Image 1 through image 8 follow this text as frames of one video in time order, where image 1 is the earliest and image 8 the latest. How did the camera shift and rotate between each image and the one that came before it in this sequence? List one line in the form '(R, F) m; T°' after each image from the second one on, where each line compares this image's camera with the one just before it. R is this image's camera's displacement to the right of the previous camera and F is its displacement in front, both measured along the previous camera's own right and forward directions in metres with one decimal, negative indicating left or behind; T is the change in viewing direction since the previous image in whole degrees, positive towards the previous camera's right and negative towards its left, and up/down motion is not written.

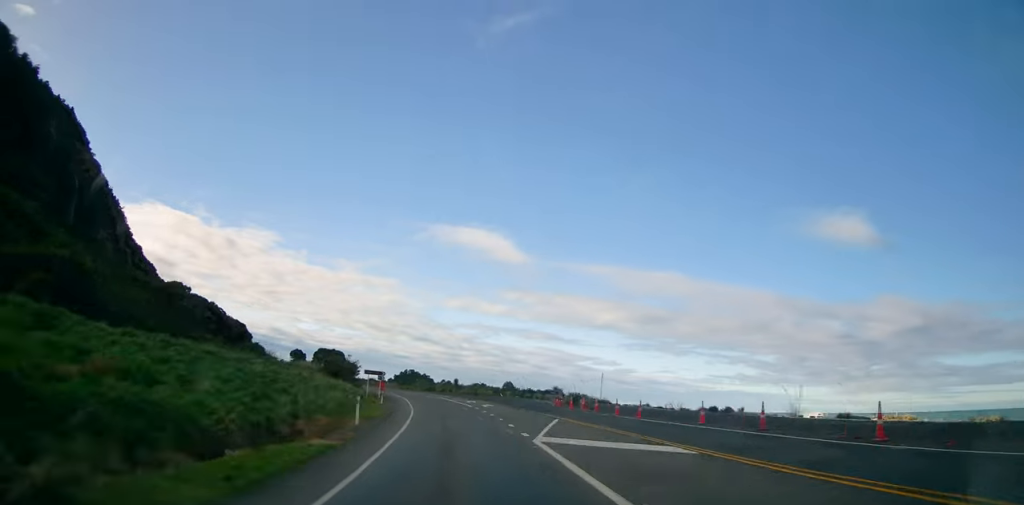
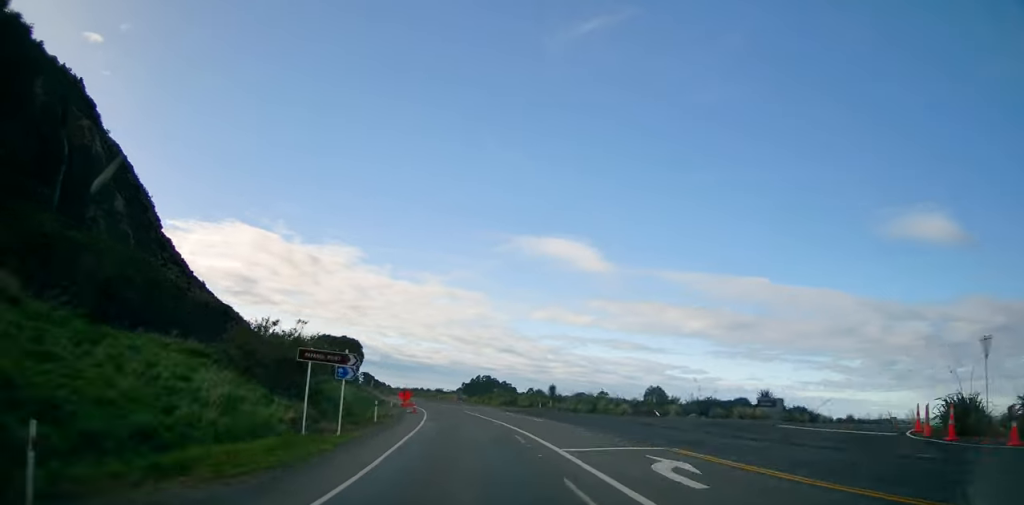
(-3.7, +43.4) m; -9°
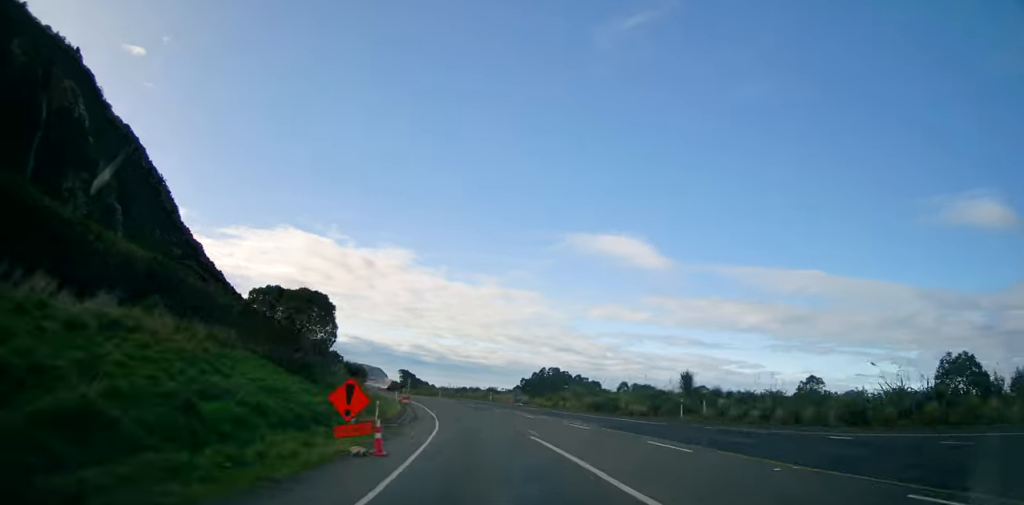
(-1.1, +28.6) m; -6°
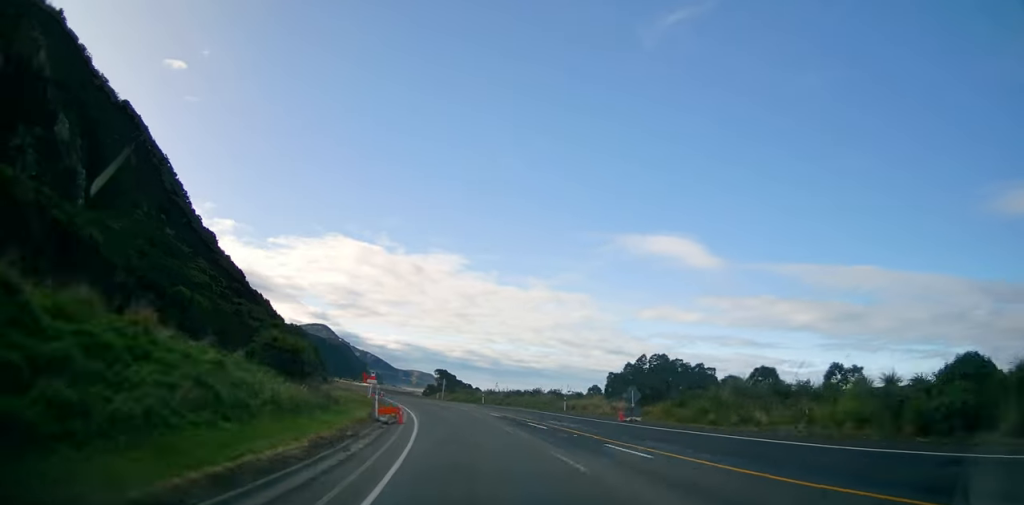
(-1.5, +29.6) m; -6°
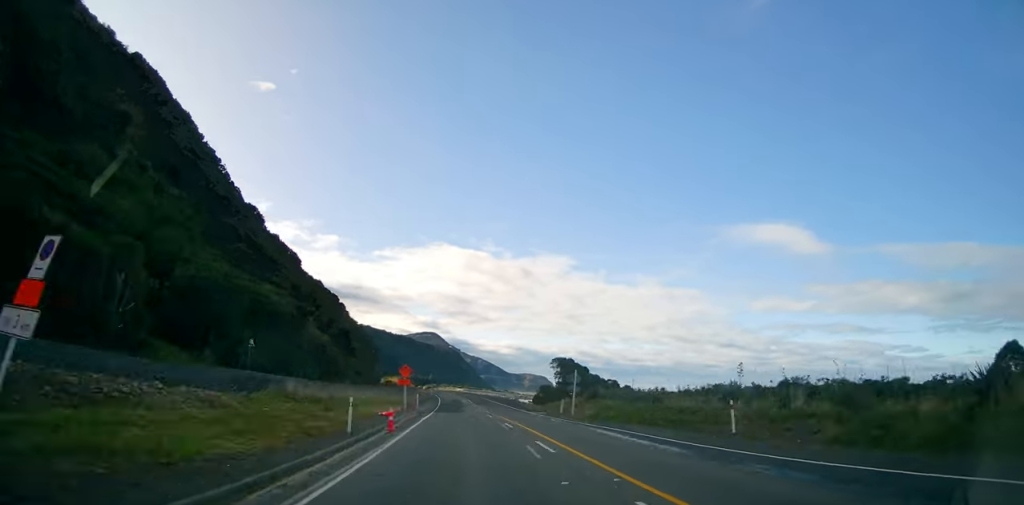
(-4.3, +46.8) m; -8°
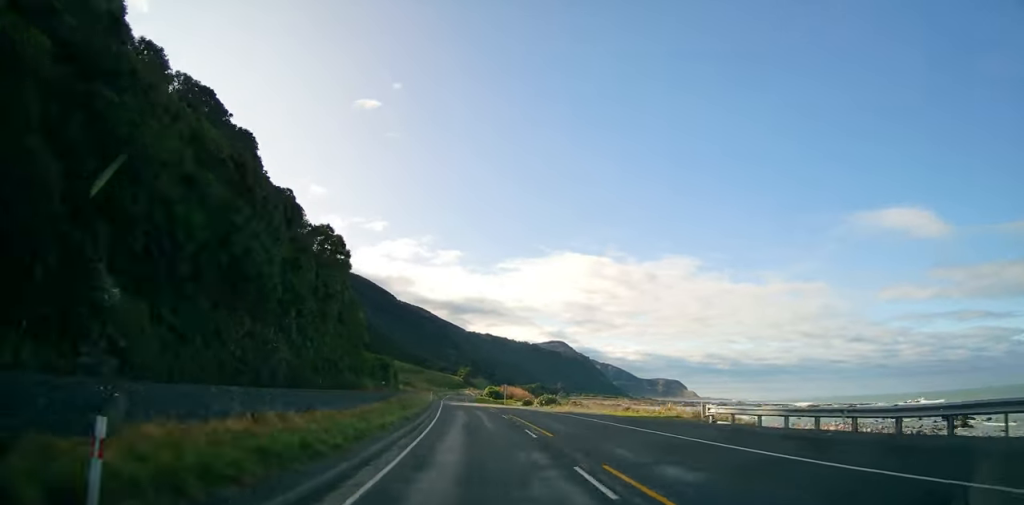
(-17.5, +124.0) m; -14°
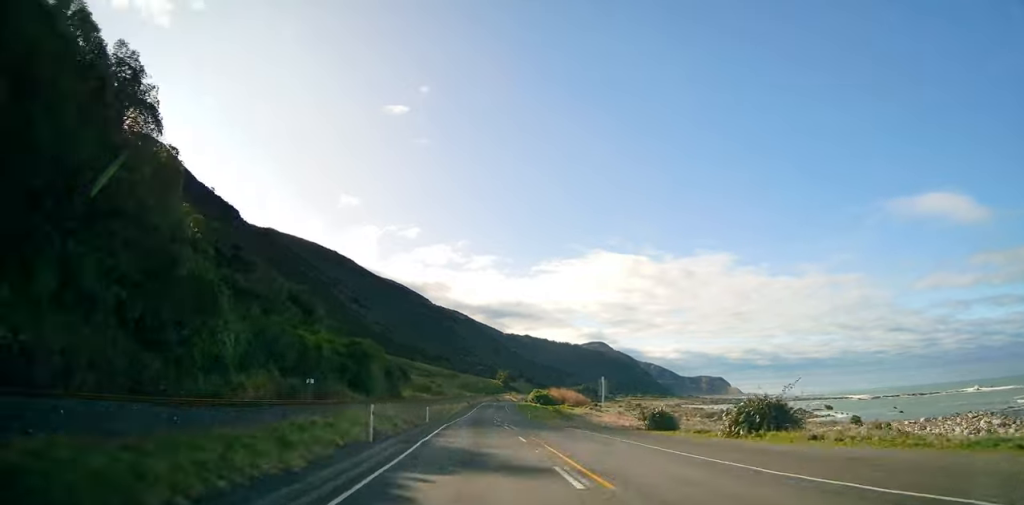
(-1.3, +51.1) m; -2°
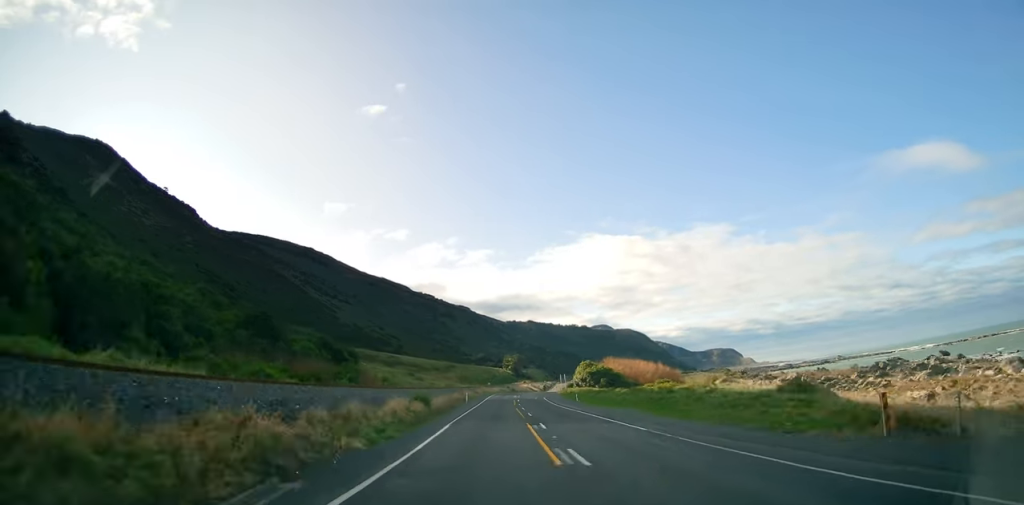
(-2.4, +96.9) m; -1°
